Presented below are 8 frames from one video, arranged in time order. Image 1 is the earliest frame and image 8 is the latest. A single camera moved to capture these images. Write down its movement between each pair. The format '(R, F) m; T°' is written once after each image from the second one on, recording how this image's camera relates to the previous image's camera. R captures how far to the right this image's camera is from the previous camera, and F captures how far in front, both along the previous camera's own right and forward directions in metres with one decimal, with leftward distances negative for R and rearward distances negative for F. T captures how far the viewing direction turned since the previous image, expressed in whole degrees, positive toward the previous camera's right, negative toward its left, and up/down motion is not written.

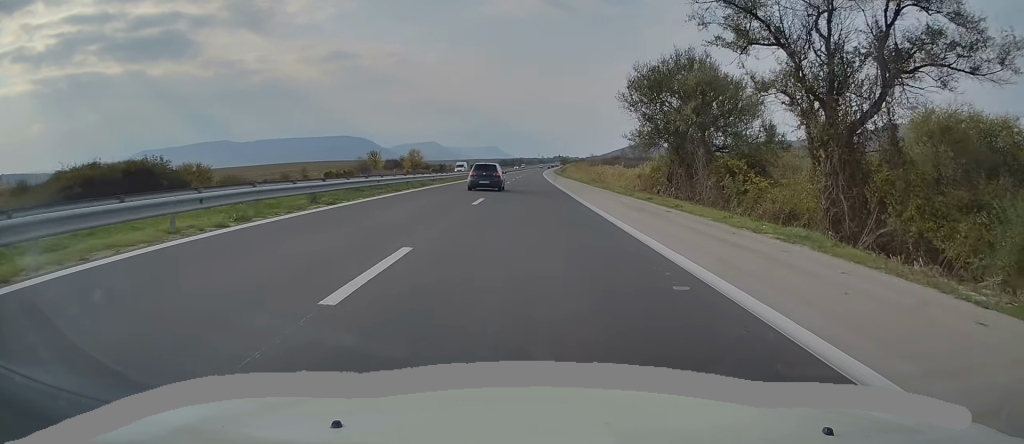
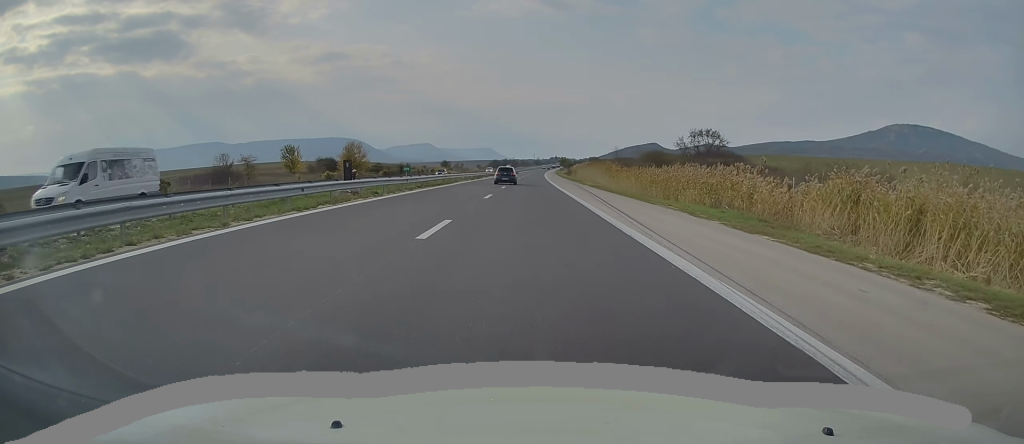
(+0.4, +57.4) m; 0°
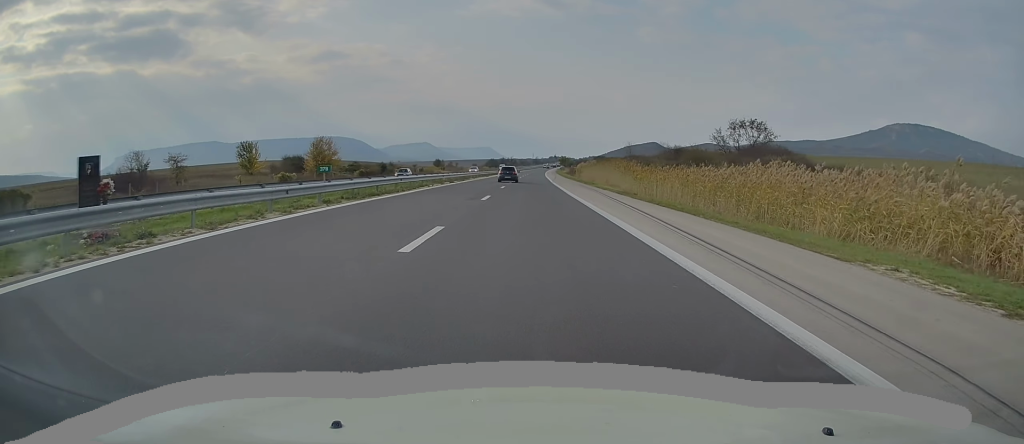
(-0.1, +17.5) m; 0°
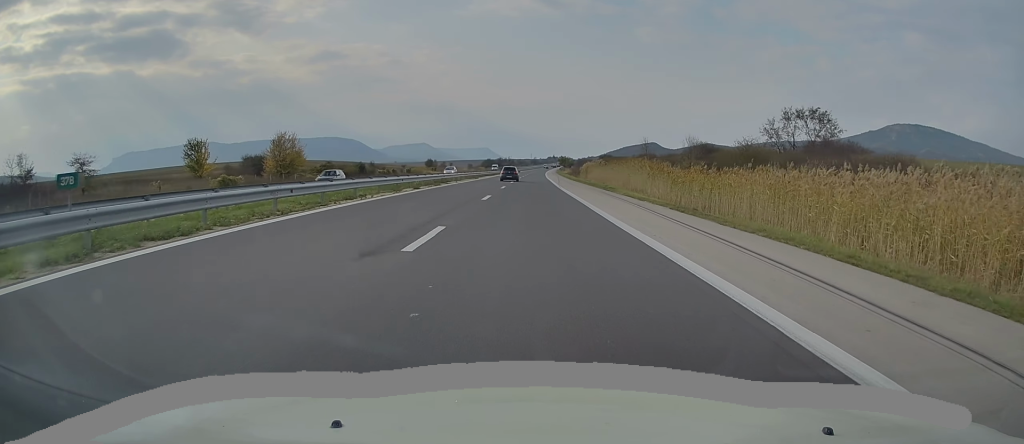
(+0.2, +15.5) m; +1°
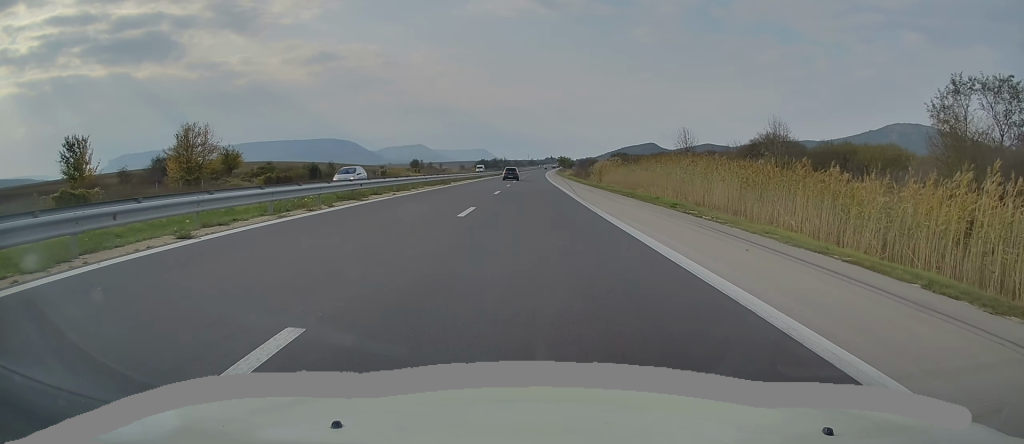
(+0.1, +24.2) m; 0°
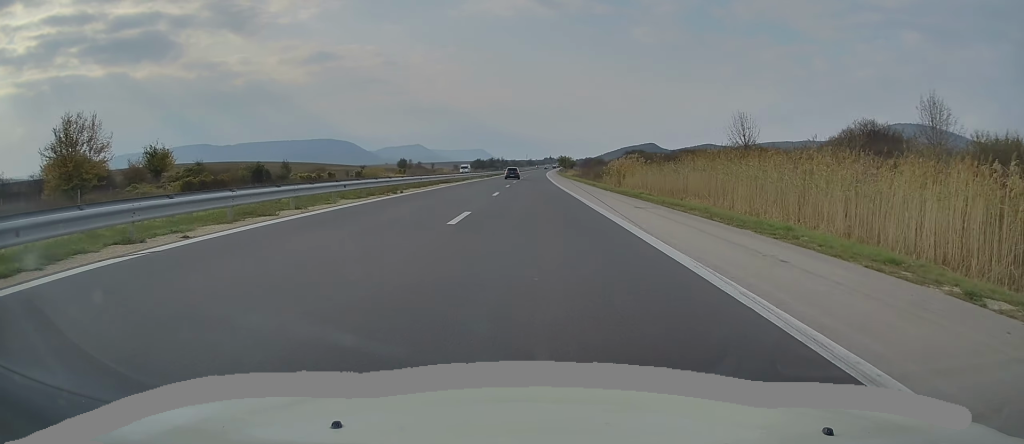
(0.0, +18.3) m; 0°
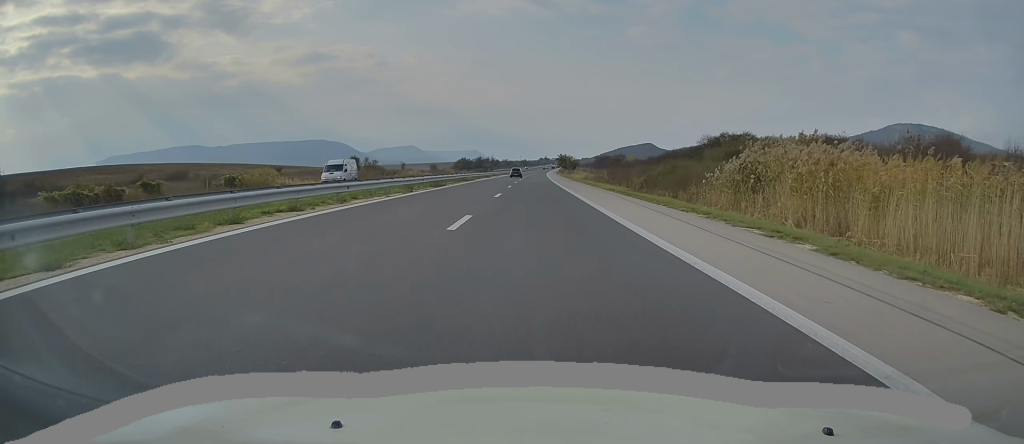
(+0.1, +48.1) m; 0°
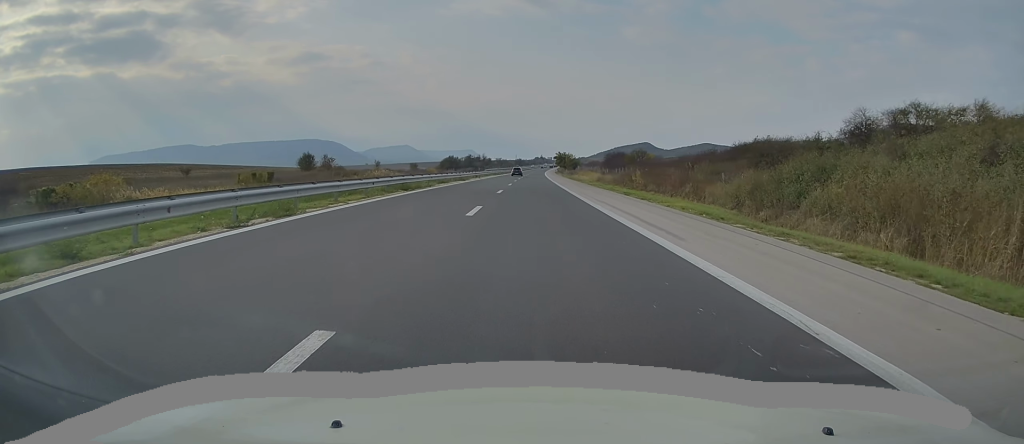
(0.0, +27.7) m; 0°
